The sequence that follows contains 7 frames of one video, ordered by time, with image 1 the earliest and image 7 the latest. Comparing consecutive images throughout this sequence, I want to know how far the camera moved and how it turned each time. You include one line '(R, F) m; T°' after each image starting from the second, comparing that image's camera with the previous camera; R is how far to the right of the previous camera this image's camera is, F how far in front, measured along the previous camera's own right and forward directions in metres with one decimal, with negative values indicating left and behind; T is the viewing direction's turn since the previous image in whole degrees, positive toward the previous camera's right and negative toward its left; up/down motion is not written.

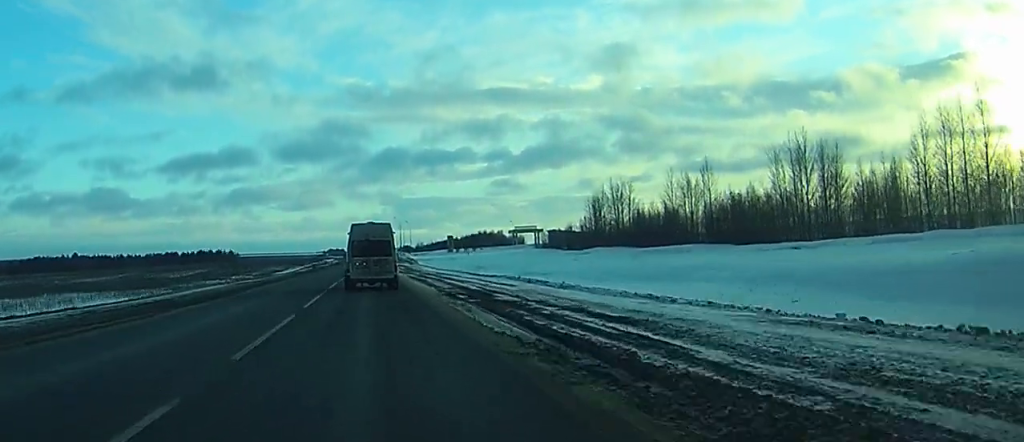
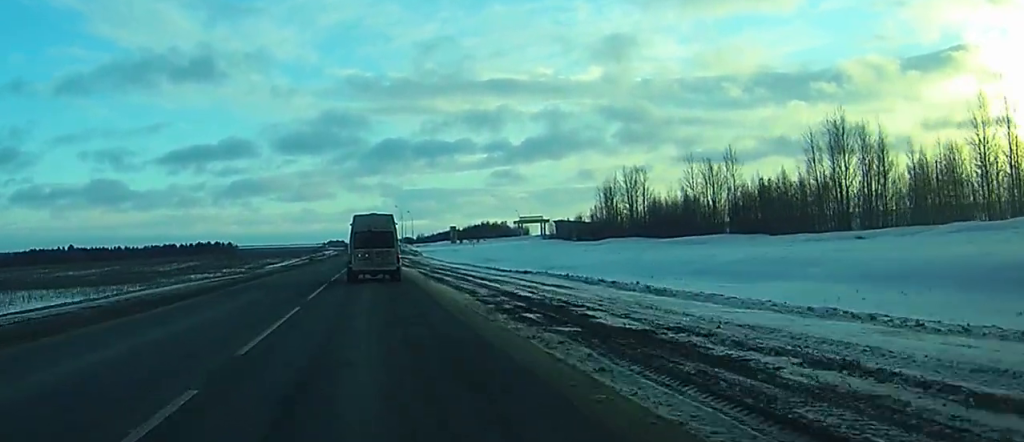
(0.0, +11.8) m; 0°
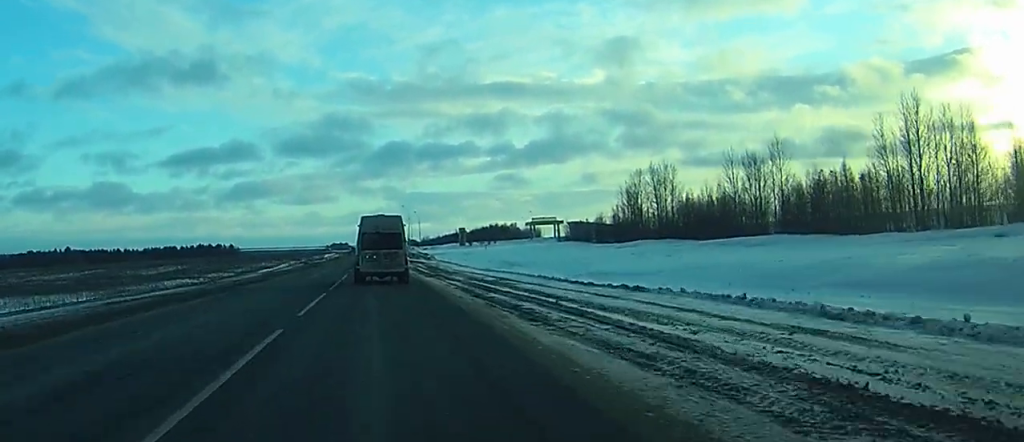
(0.0, +17.8) m; 0°
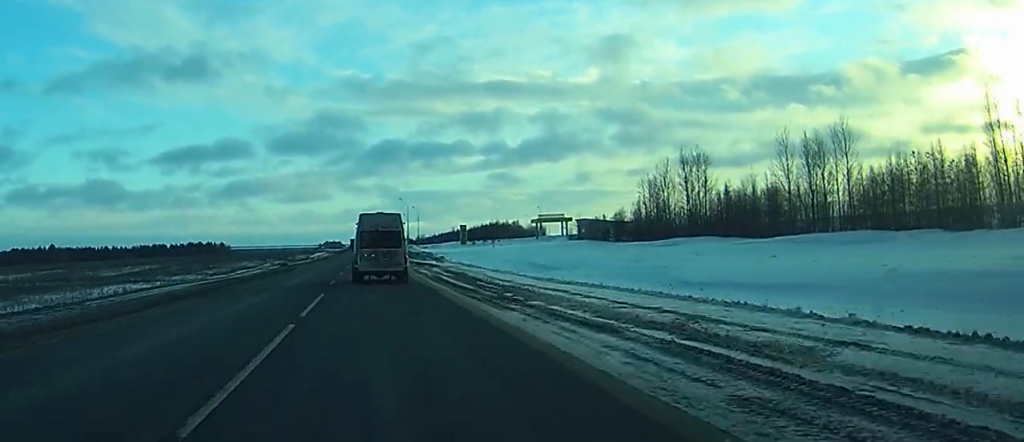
(0.0, +22.9) m; 0°
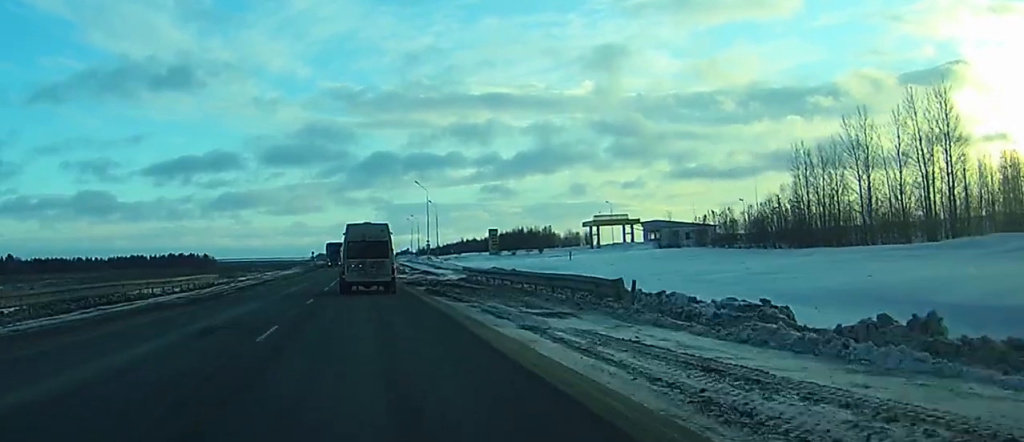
(-0.4, +79.2) m; 0°
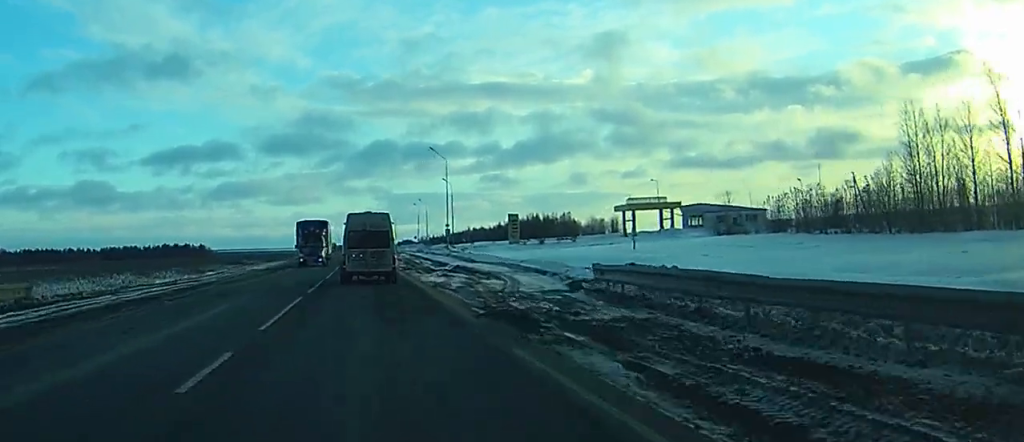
(+0.1, +29.3) m; 0°
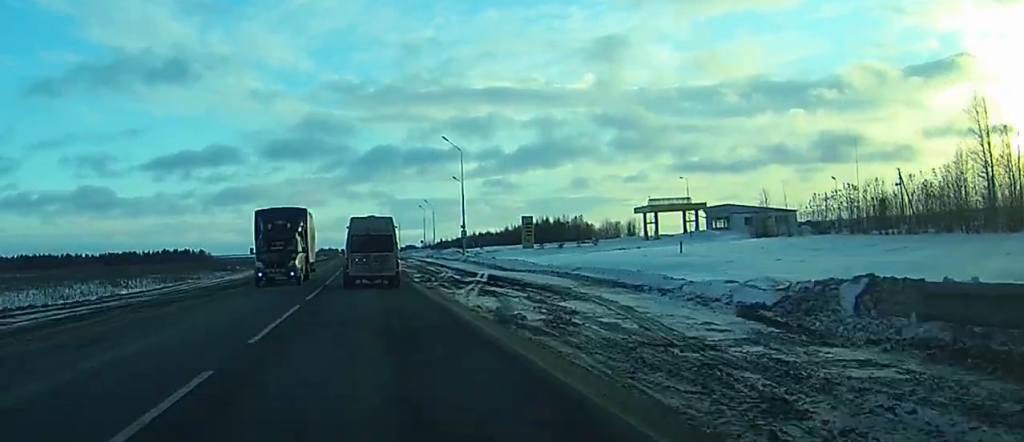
(0.0, +13.9) m; 0°
